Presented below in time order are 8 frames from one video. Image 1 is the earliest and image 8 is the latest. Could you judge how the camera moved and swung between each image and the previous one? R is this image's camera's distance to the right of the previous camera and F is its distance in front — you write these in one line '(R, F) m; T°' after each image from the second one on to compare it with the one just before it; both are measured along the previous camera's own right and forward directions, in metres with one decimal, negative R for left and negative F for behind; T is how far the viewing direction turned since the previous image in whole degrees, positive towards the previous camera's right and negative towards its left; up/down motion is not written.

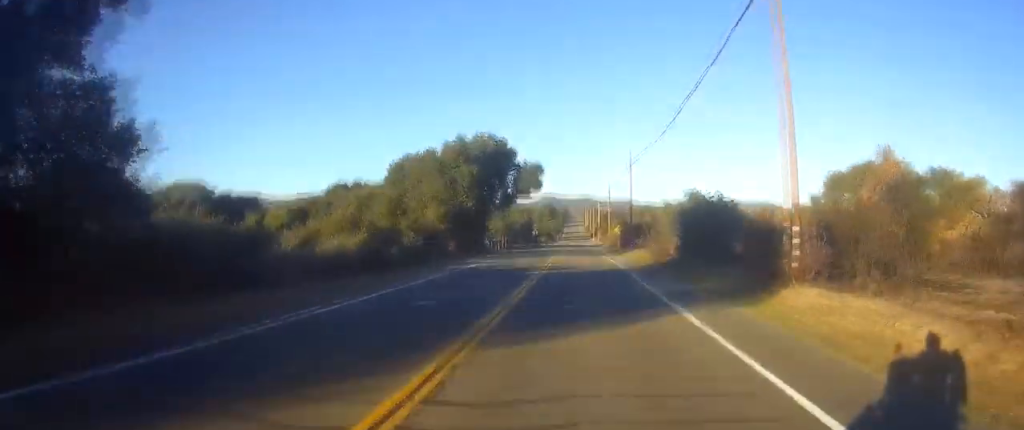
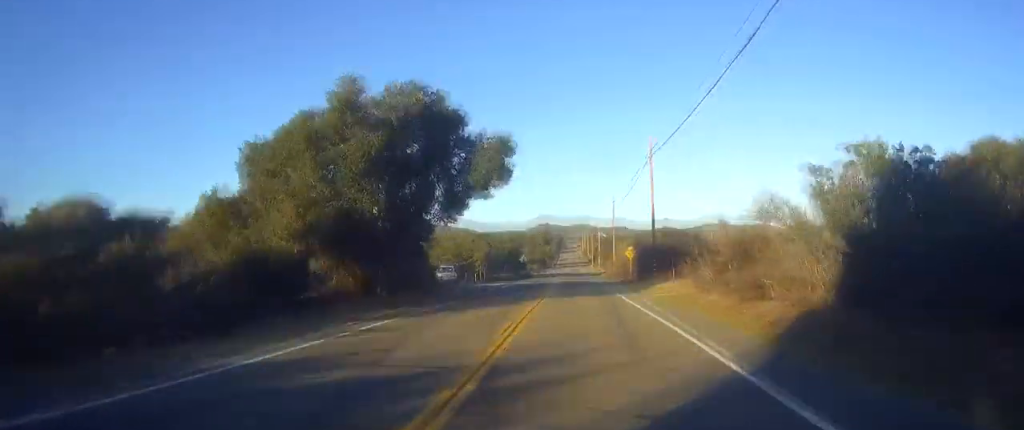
(-0.1, +23.9) m; 0°
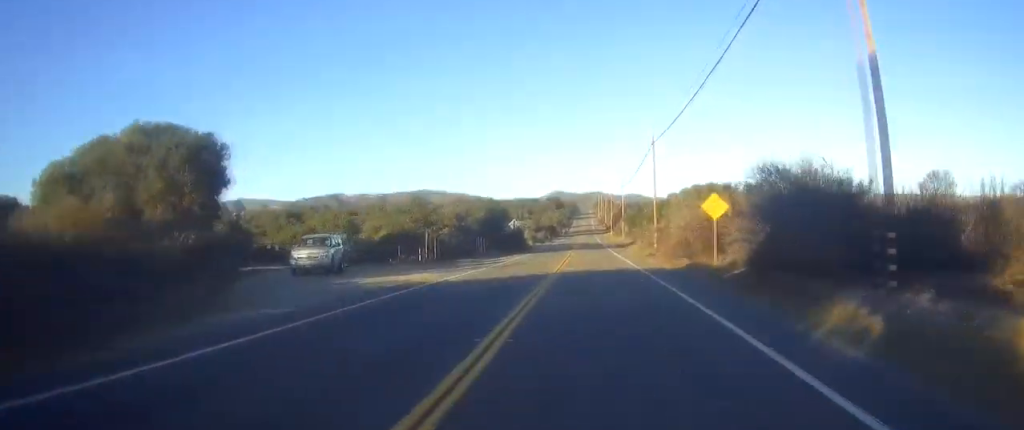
(-0.1, +37.8) m; 0°
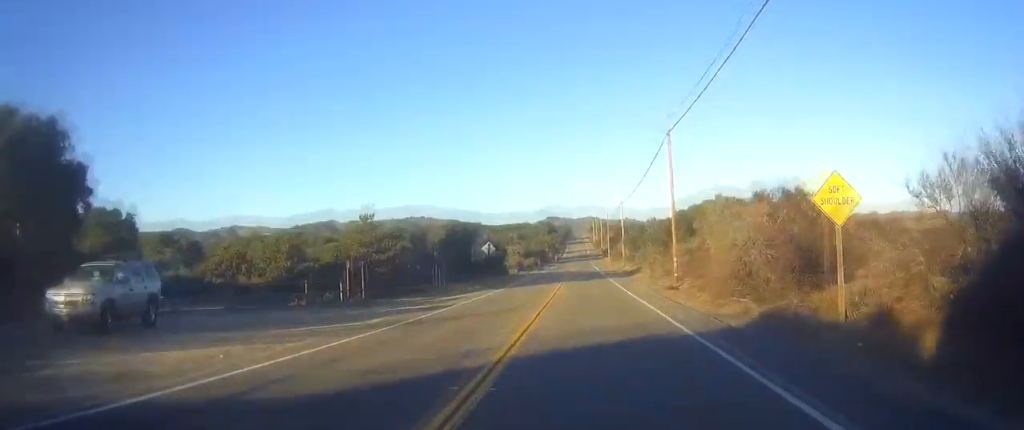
(+0.1, +16.1) m; 0°
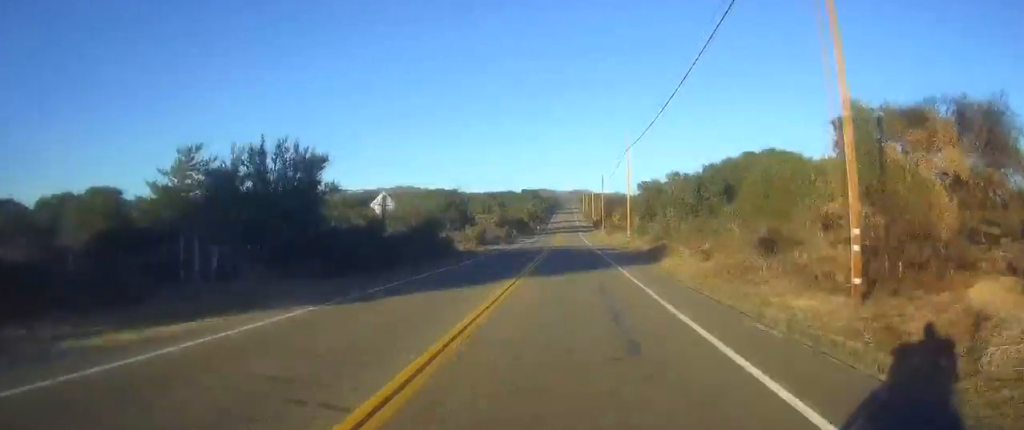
(+0.2, +30.1) m; 0°
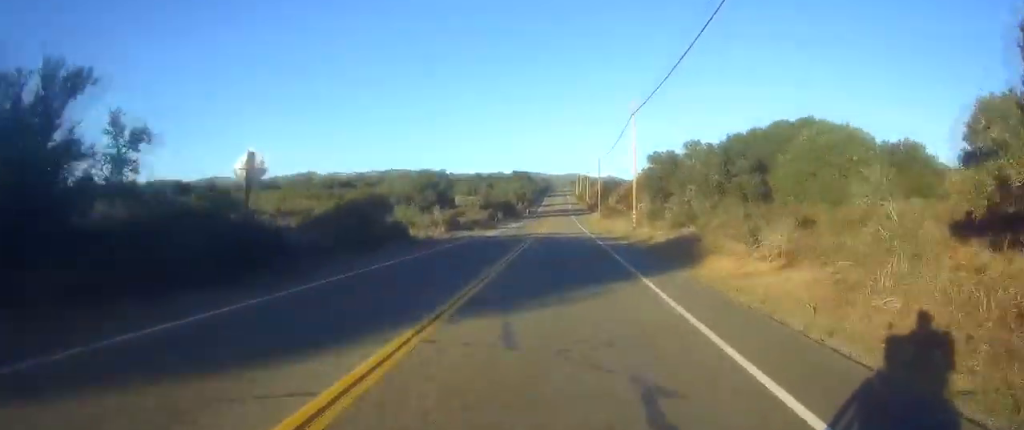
(-0.1, +13.3) m; 0°
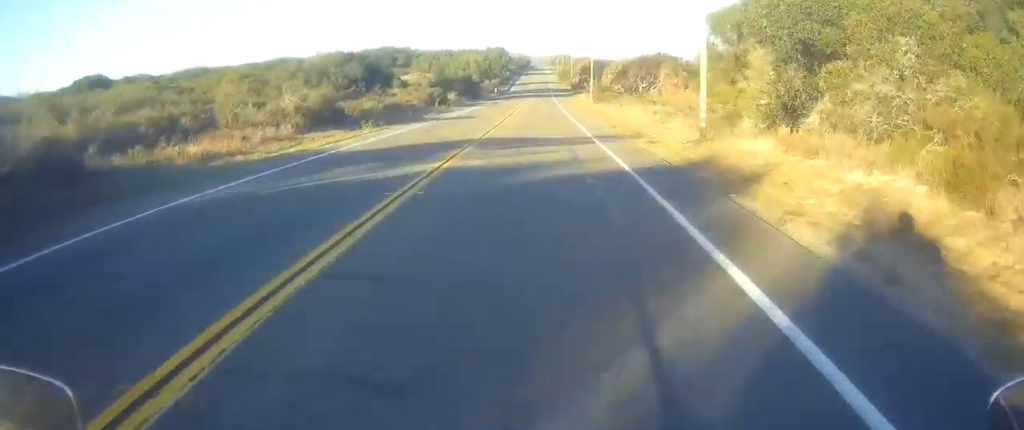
(-0.3, +31.0) m; -1°
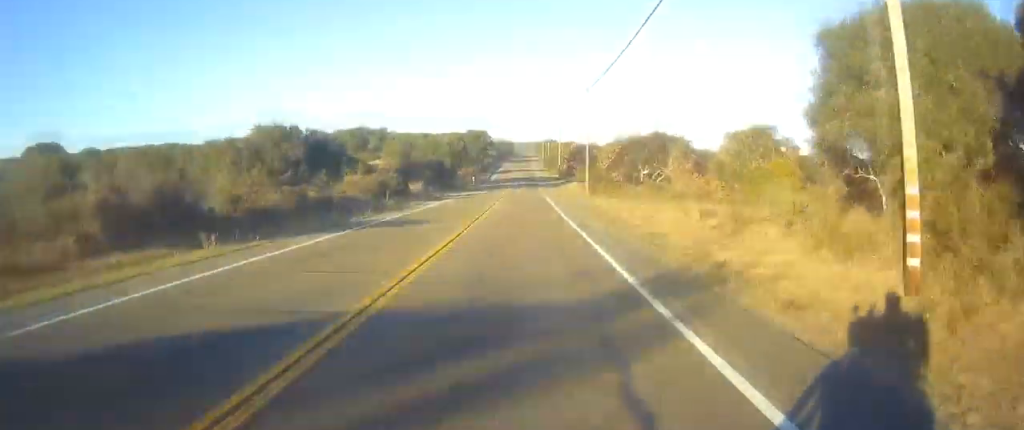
(0.0, +14.3) m; 0°
